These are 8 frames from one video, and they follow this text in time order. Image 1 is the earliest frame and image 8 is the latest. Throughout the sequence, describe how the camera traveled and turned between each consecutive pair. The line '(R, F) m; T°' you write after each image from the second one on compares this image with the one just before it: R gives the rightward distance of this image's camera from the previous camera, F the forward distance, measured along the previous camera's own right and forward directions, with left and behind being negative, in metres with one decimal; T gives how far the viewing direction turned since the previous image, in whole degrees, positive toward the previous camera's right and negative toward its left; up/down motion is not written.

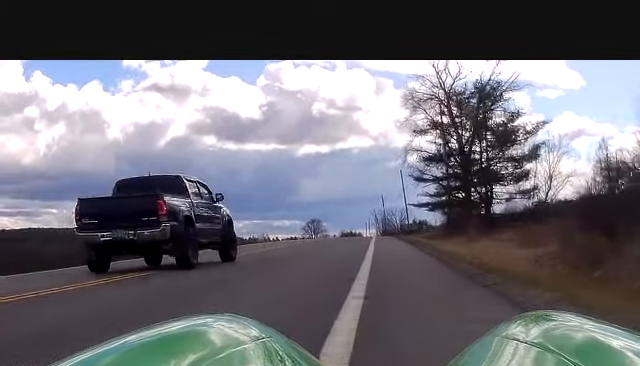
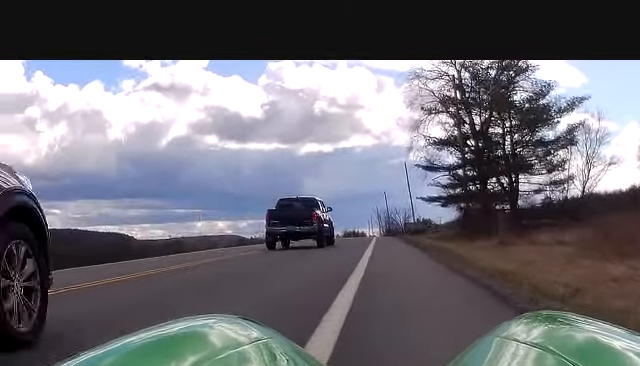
(+0.2, +12.1) m; +2°
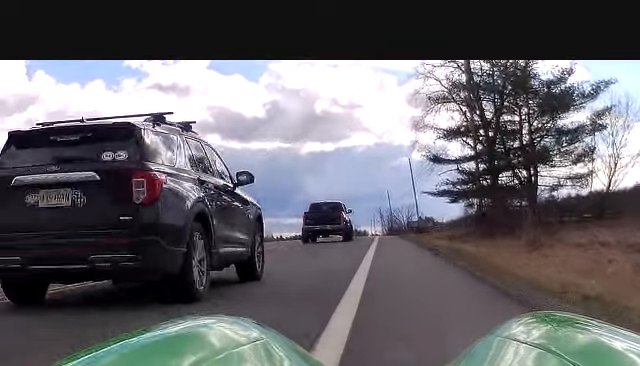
(0.0, +5.8) m; 0°
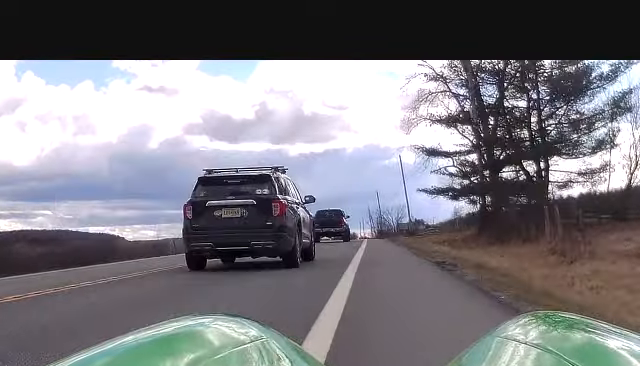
(0.0, +6.3) m; 0°
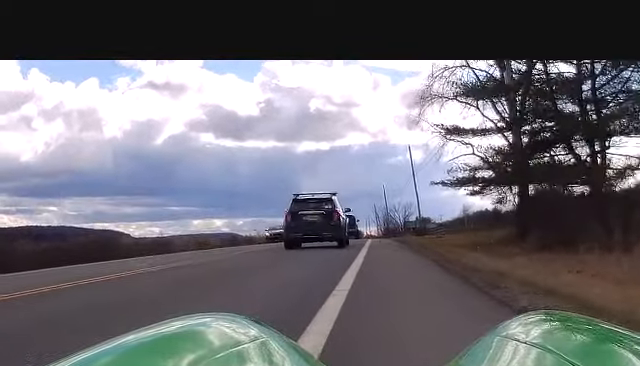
(0.0, +10.2) m; 0°
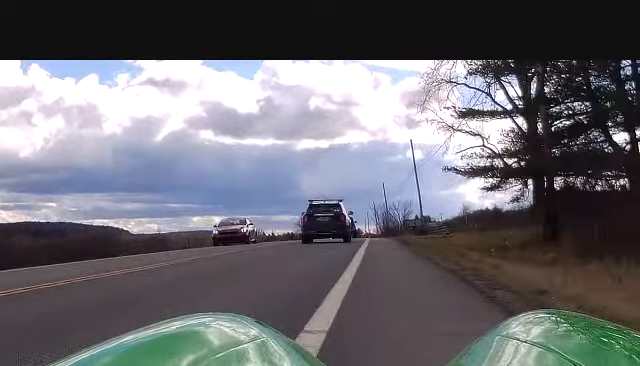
(0.0, +5.7) m; 0°
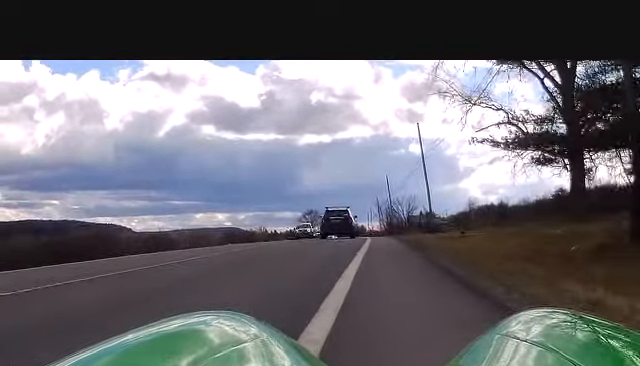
(0.0, +9.7) m; 0°
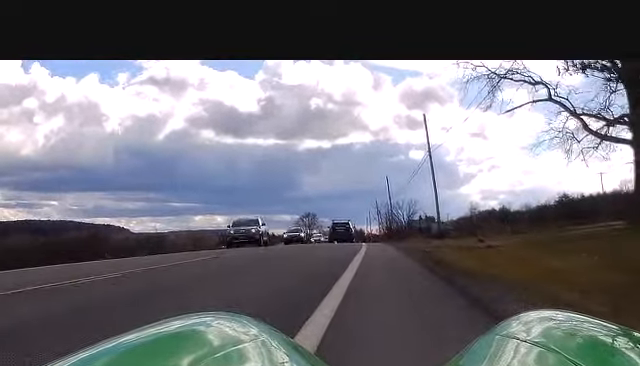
(0.0, +11.5) m; 0°
